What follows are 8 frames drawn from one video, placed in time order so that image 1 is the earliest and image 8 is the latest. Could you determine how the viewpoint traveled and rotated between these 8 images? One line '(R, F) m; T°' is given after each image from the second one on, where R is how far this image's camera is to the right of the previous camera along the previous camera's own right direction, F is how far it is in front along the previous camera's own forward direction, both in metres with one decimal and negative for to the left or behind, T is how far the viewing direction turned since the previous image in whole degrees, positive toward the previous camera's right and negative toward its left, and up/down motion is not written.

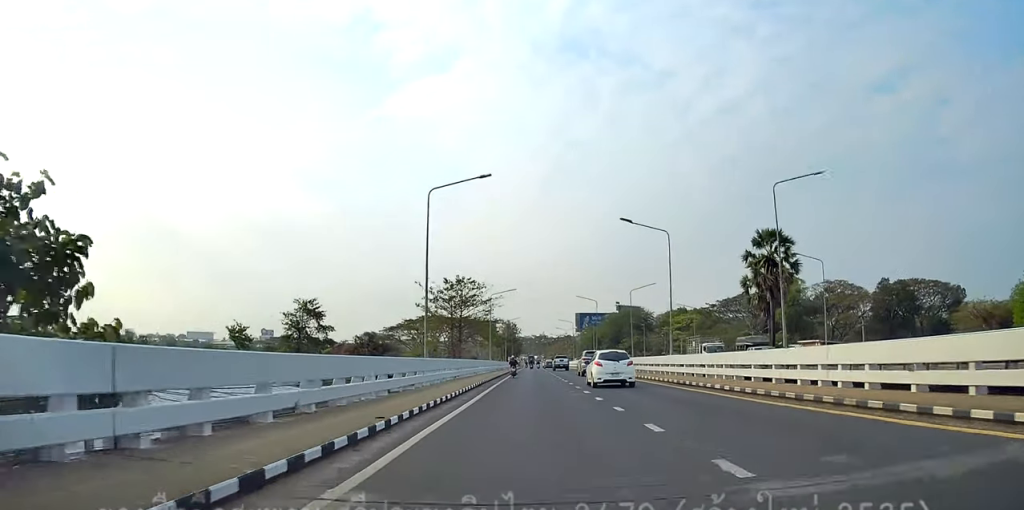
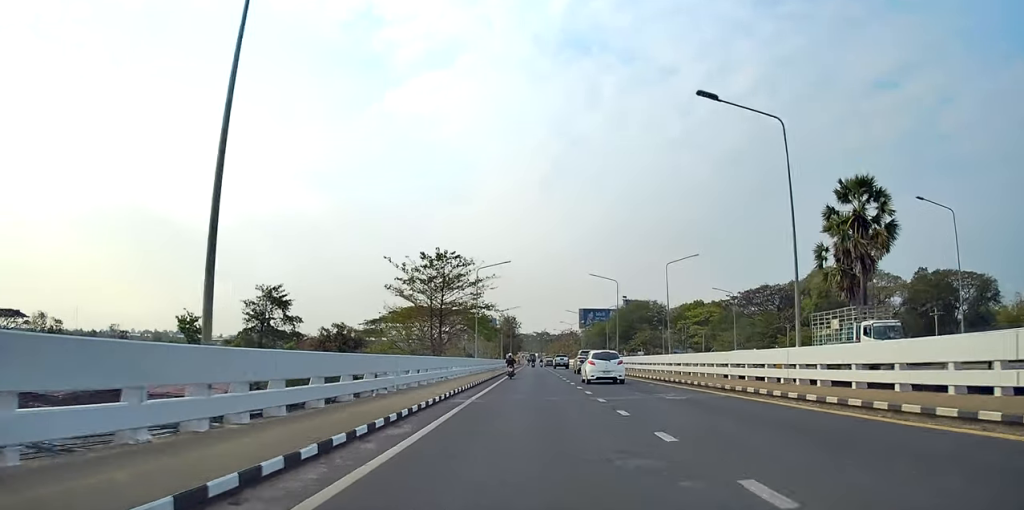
(+0.5, +15.8) m; +4°
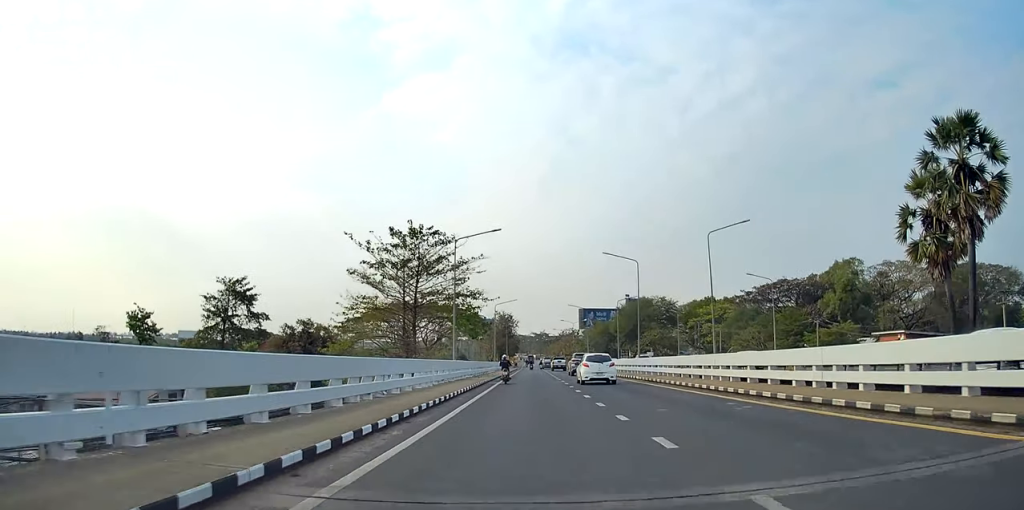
(+0.5, +13.0) m; 0°
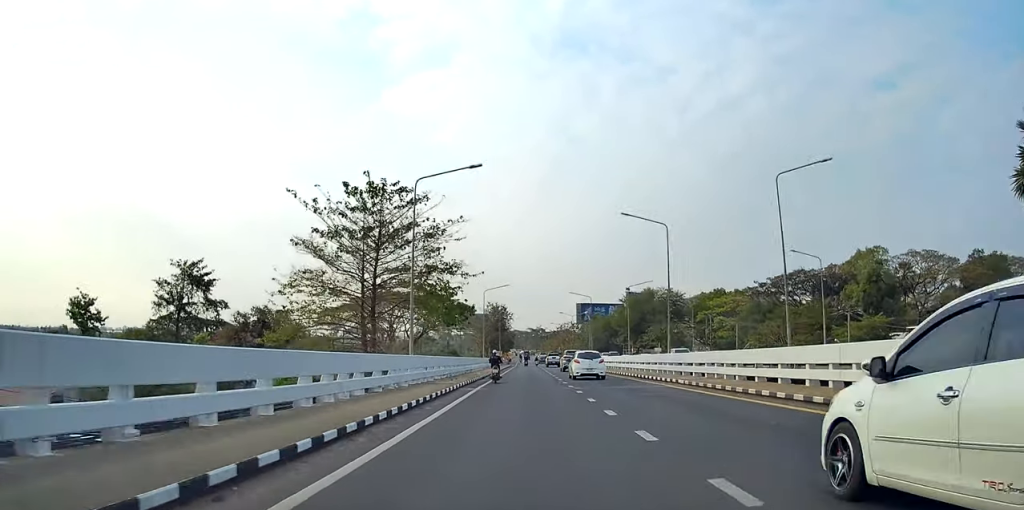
(-0.4, +12.9) m; -2°
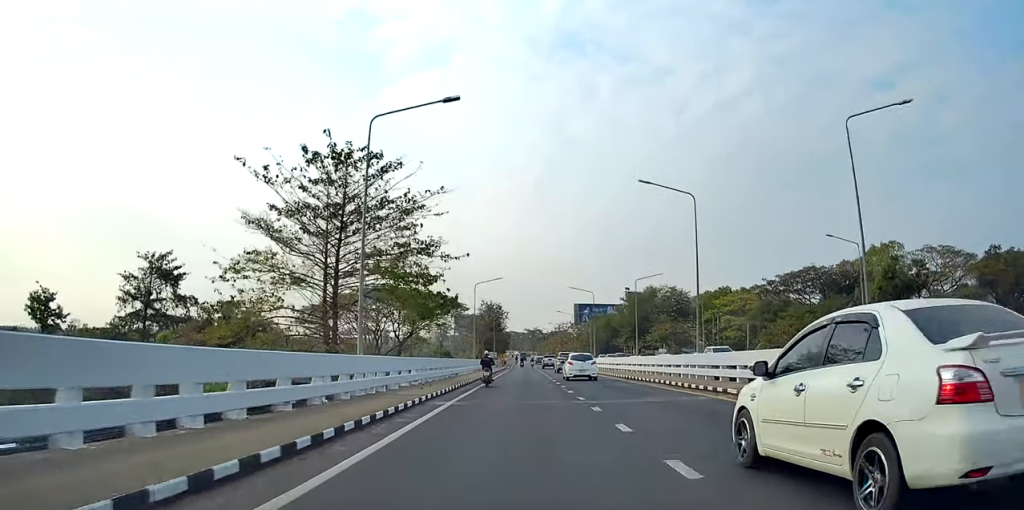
(-0.1, +7.1) m; -1°
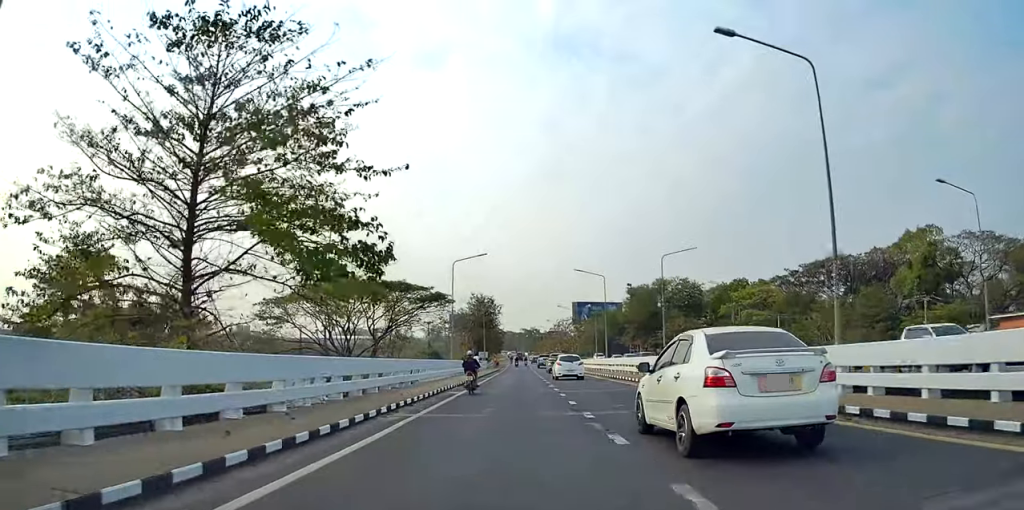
(0.0, +14.9) m; 0°
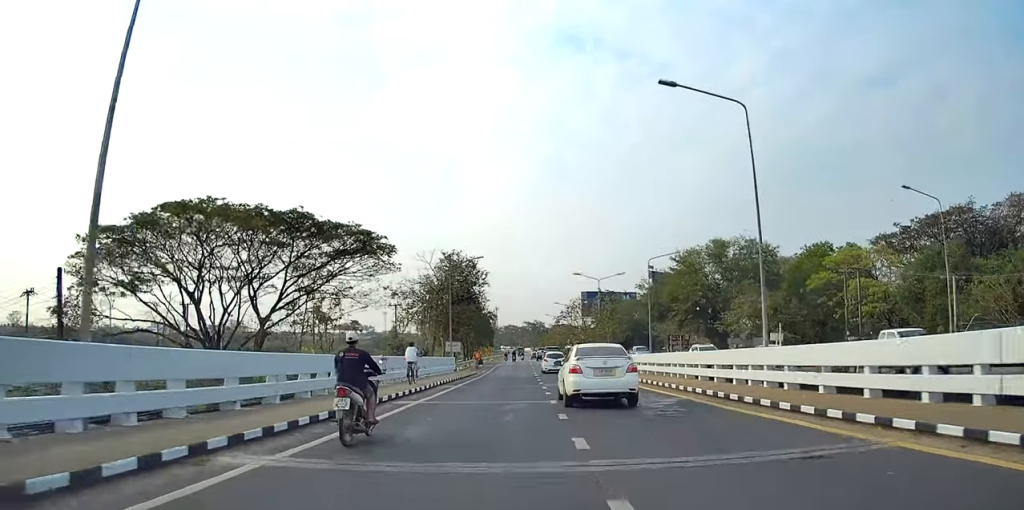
(+0.4, +41.8) m; +1°
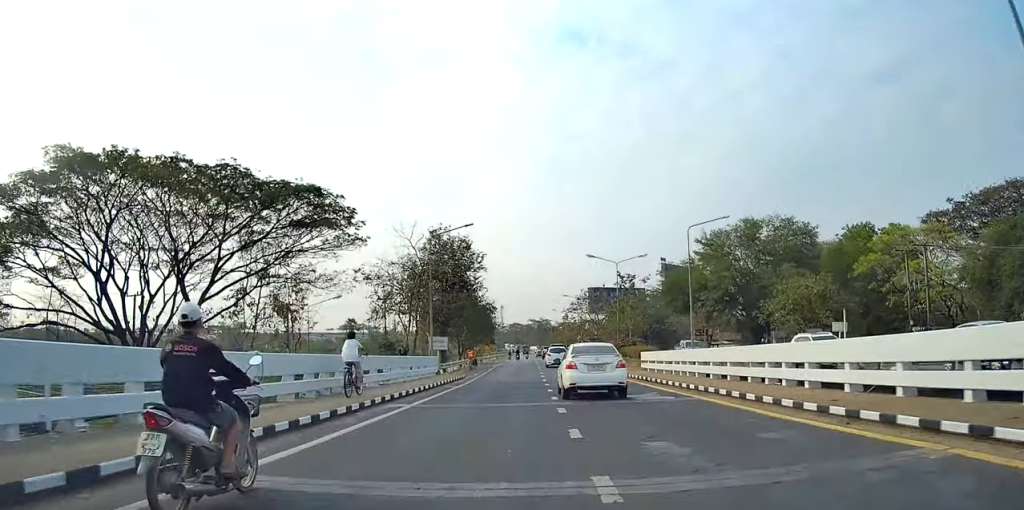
(0.0, +11.9) m; 0°
